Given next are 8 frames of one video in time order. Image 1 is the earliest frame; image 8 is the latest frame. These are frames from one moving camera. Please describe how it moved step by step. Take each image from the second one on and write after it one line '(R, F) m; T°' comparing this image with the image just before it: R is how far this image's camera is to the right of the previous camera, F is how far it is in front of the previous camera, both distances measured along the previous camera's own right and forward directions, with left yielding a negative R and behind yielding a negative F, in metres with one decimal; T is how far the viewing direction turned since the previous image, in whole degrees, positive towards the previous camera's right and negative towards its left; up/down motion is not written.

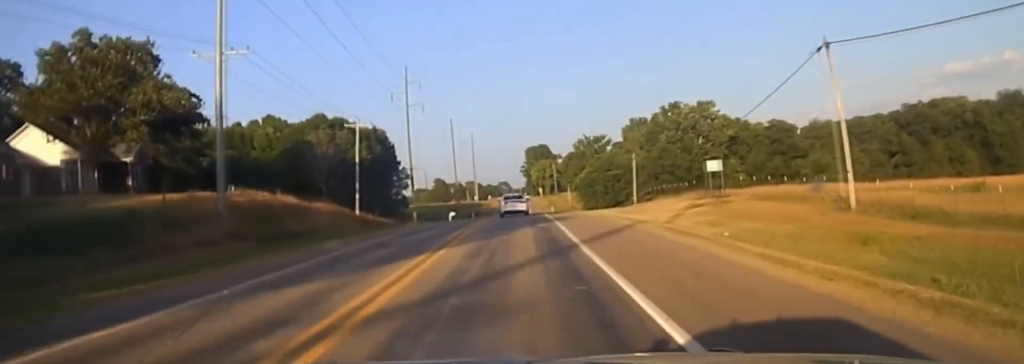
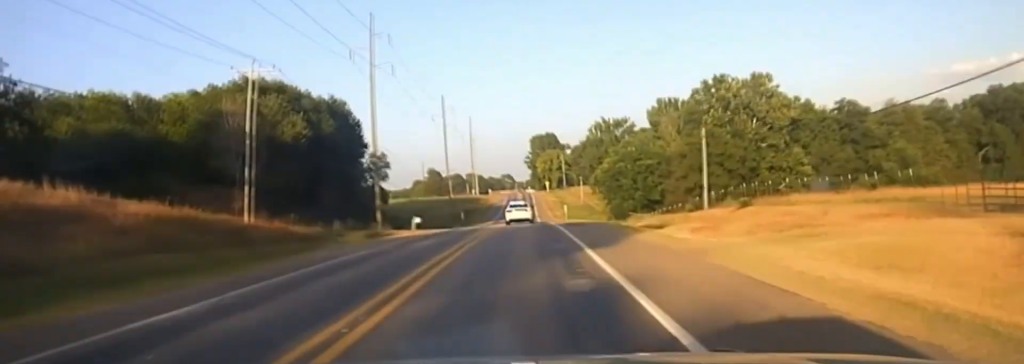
(-0.7, +39.9) m; -1°
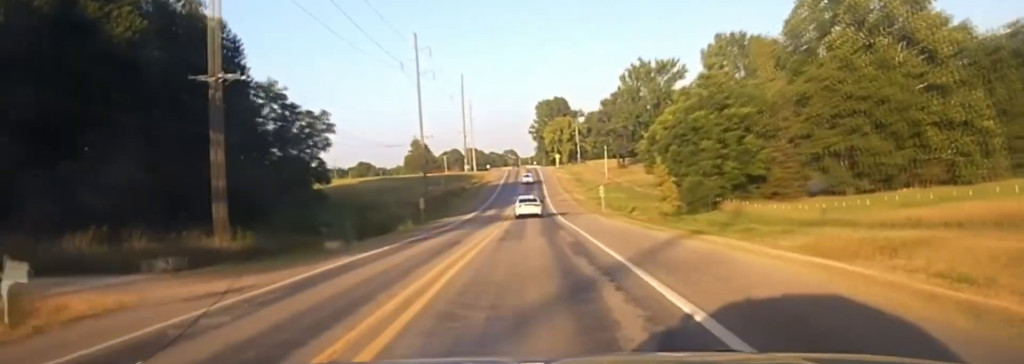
(-0.1, +55.6) m; 0°
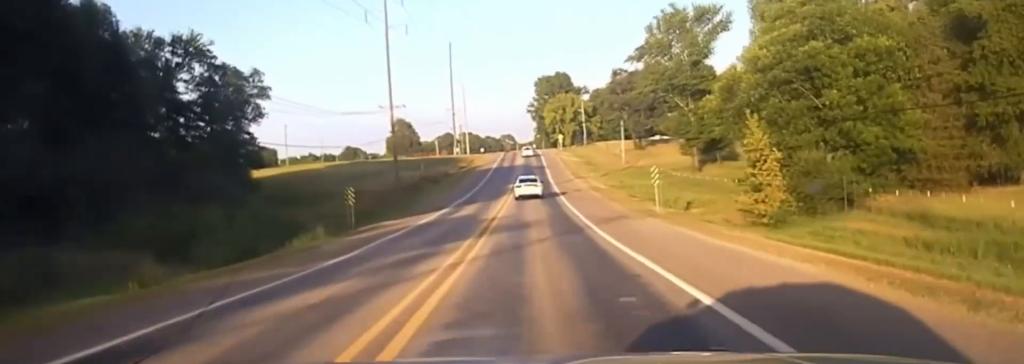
(0.0, +30.9) m; 0°
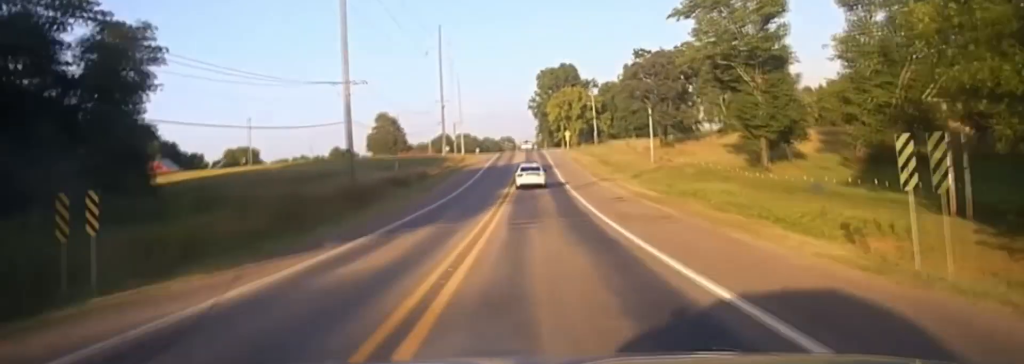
(0.0, +28.1) m; 0°
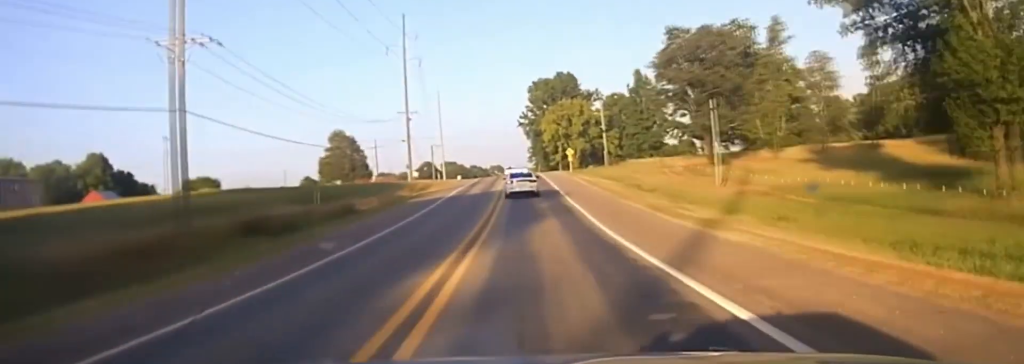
(+0.3, +37.4) m; 0°
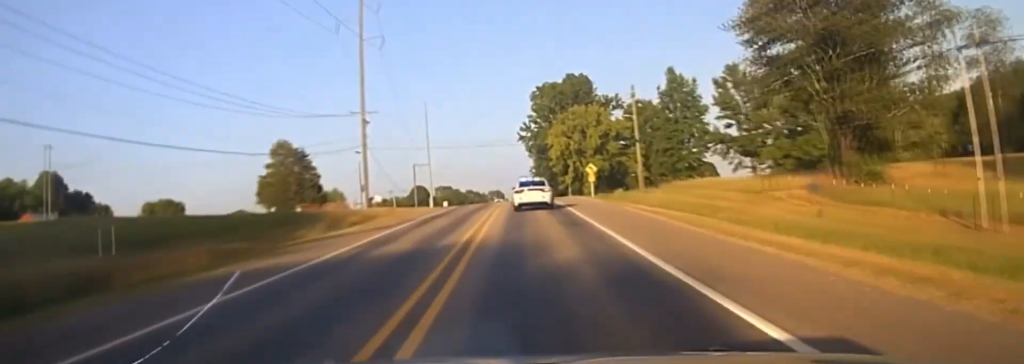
(0.0, +37.9) m; 0°
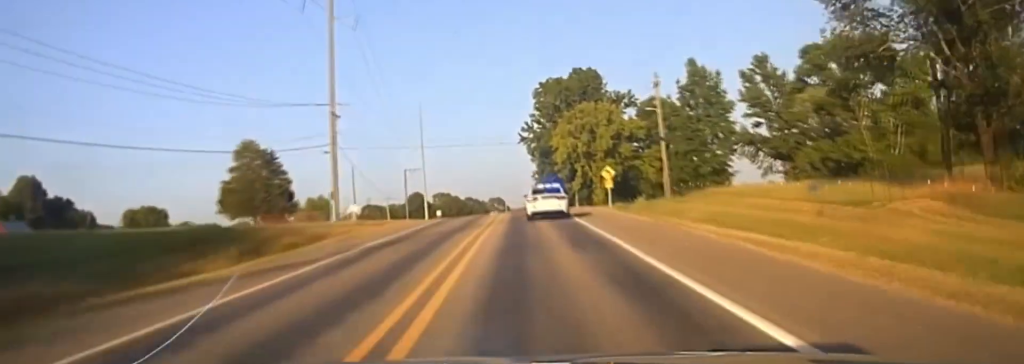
(-0.2, +16.4) m; 0°
